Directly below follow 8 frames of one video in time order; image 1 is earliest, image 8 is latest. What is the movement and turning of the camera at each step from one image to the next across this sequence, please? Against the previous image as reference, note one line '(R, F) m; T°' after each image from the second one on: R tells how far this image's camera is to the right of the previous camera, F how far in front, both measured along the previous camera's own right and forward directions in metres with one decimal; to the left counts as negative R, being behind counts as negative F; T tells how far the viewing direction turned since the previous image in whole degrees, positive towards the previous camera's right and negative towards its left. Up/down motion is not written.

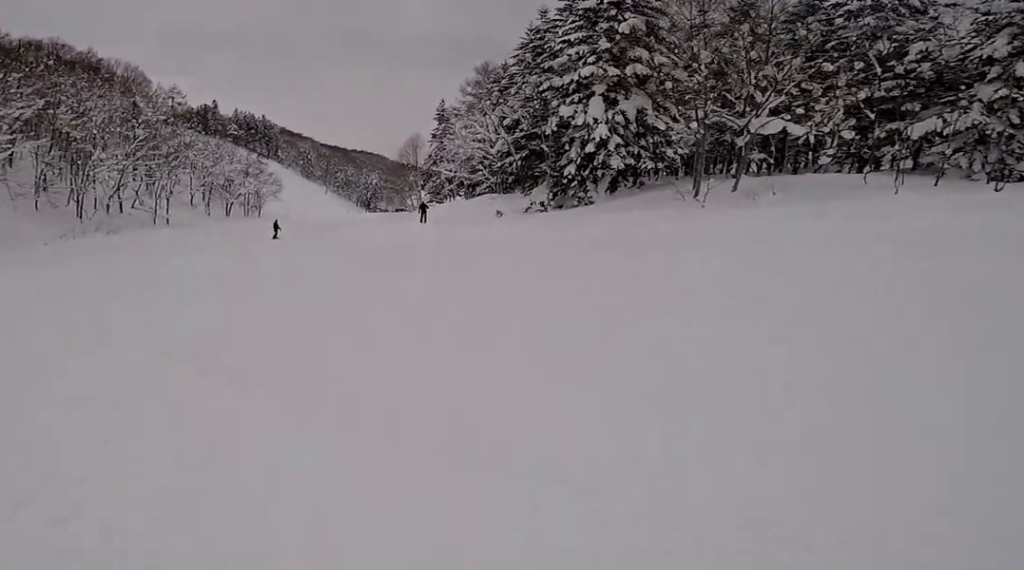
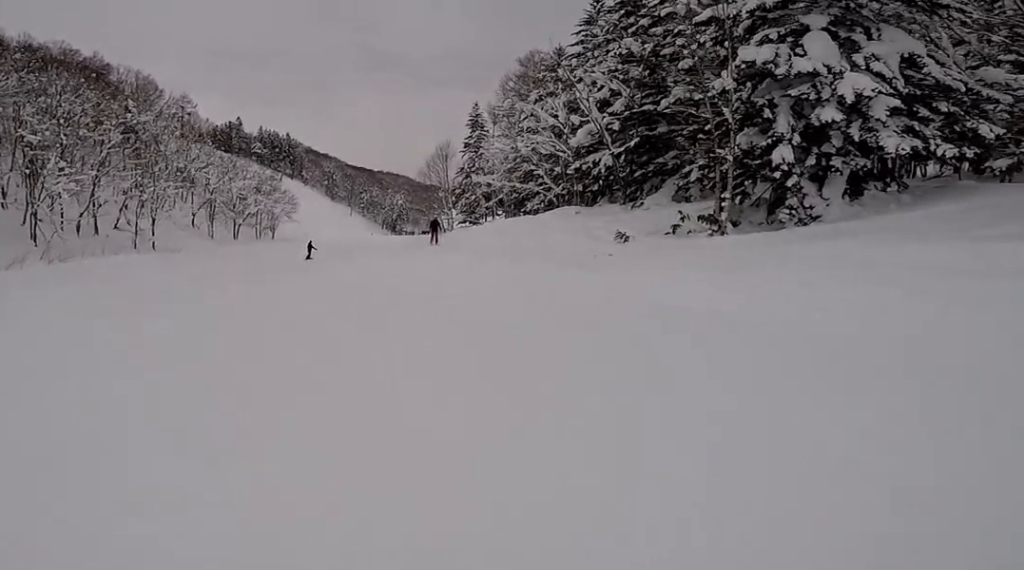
(+0.4, +14.0) m; -4°
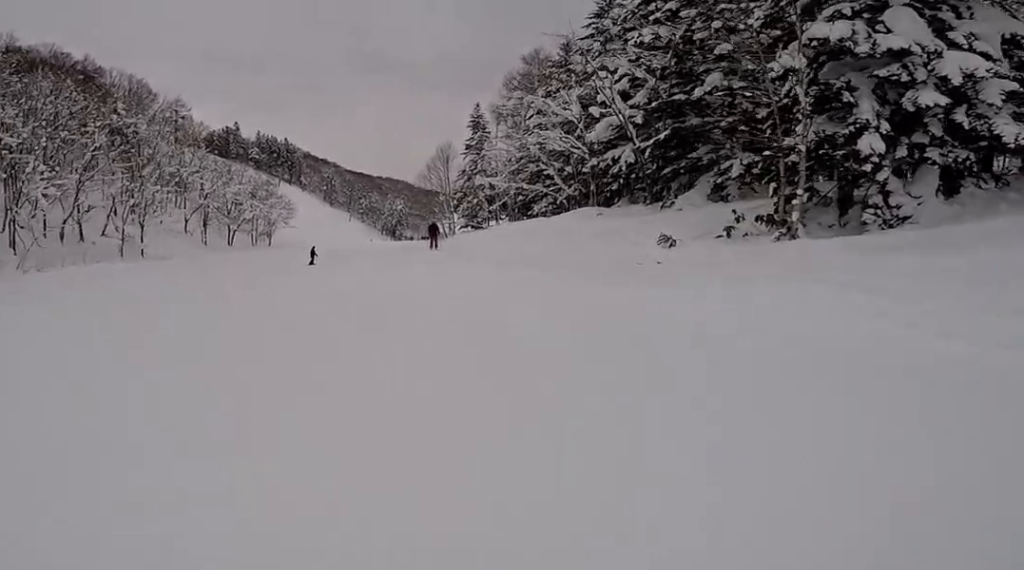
(0.0, +2.6) m; 0°
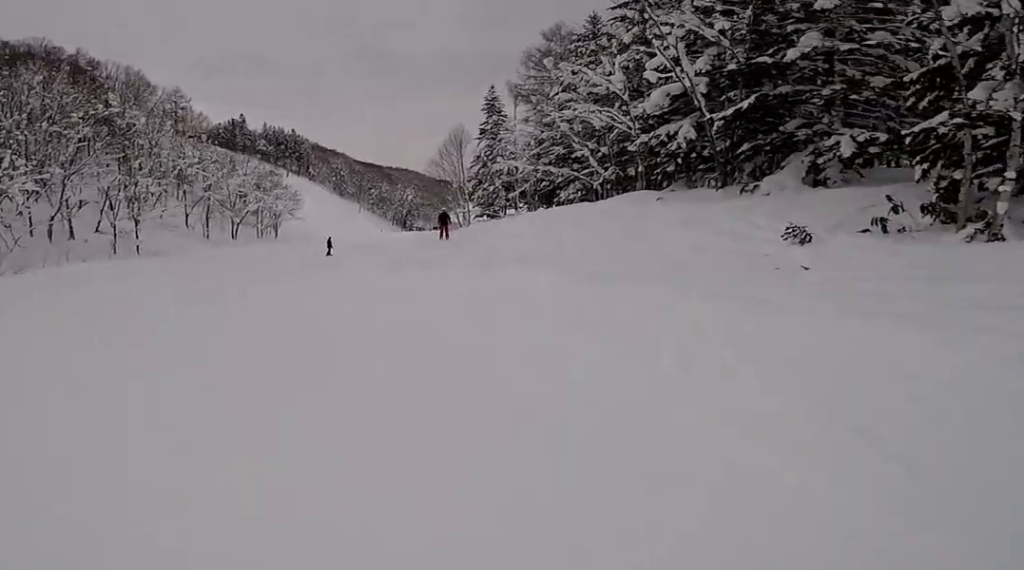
(0.0, +3.6) m; +1°
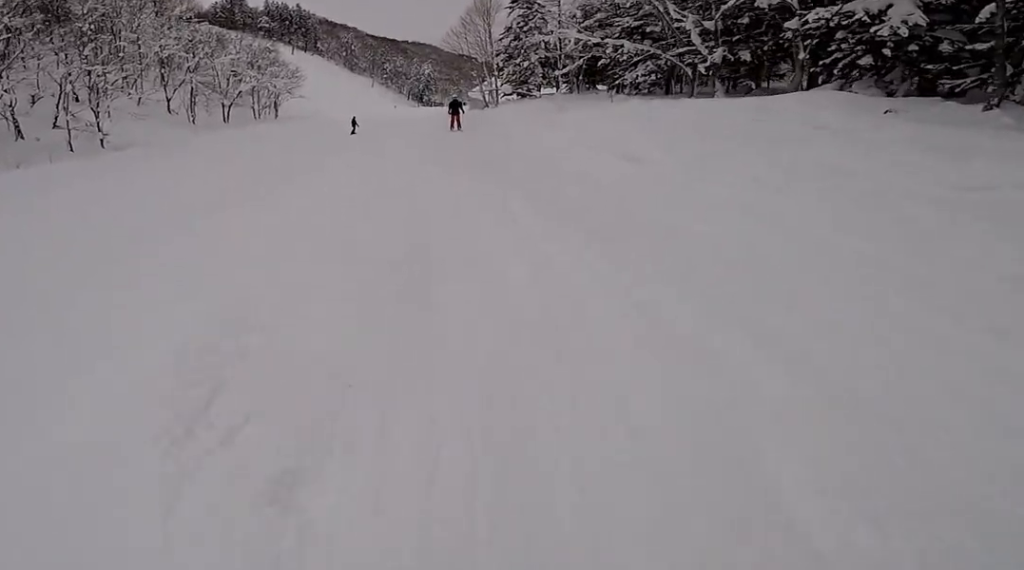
(+0.4, +7.2) m; +4°
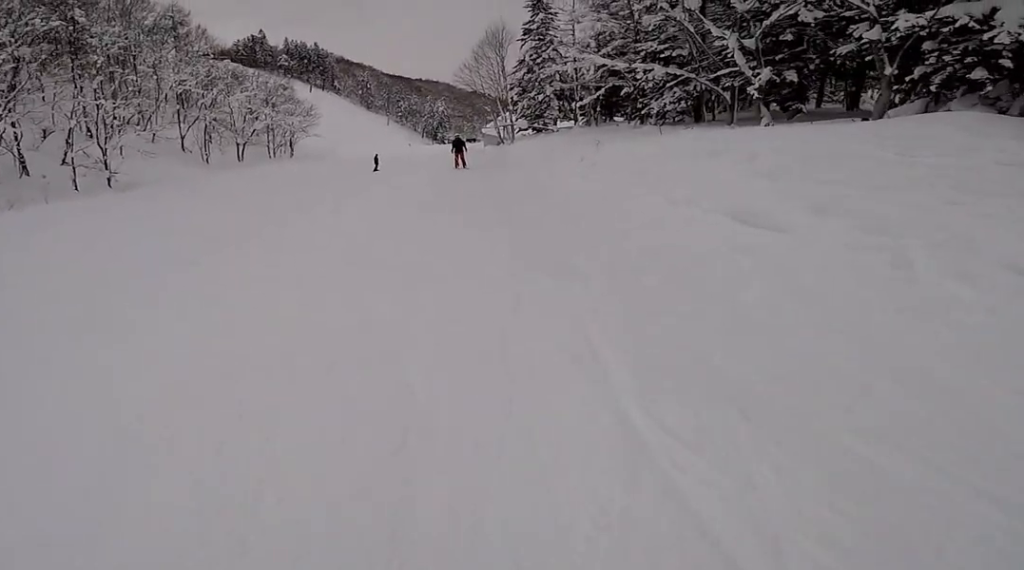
(+0.2, +3.5) m; 0°
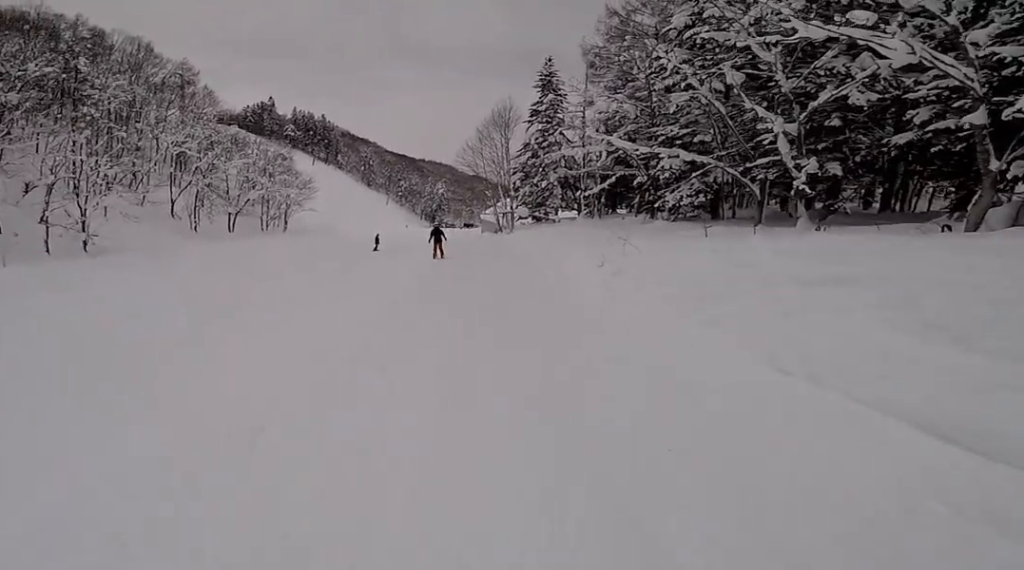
(-0.3, +3.1) m; -1°
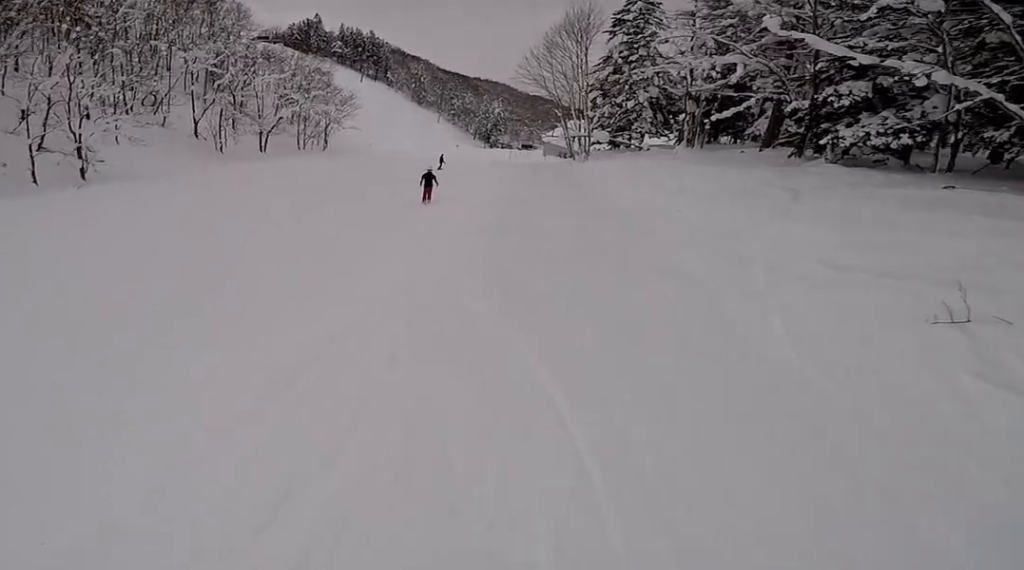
(-0.3, +8.0) m; -14°
